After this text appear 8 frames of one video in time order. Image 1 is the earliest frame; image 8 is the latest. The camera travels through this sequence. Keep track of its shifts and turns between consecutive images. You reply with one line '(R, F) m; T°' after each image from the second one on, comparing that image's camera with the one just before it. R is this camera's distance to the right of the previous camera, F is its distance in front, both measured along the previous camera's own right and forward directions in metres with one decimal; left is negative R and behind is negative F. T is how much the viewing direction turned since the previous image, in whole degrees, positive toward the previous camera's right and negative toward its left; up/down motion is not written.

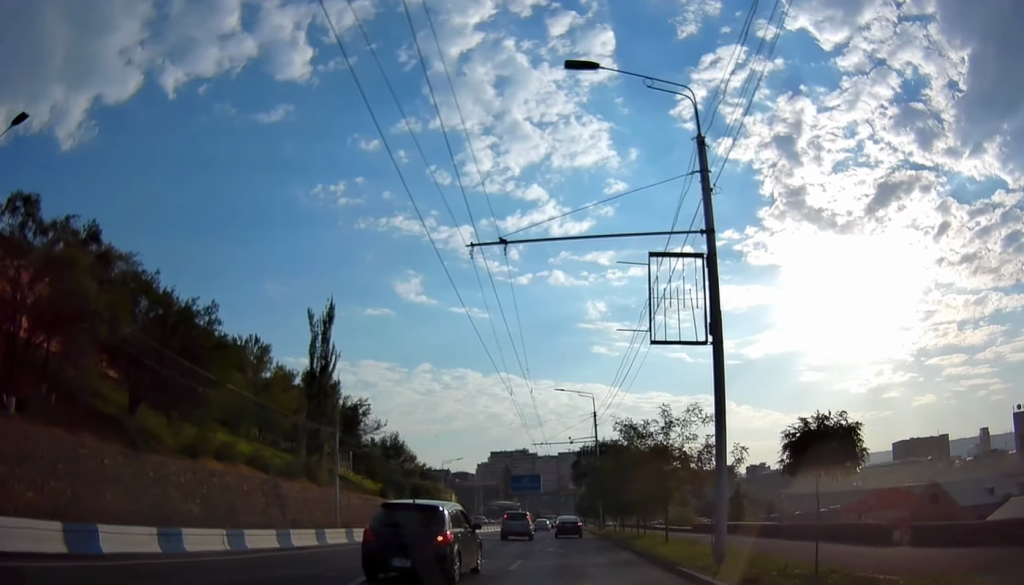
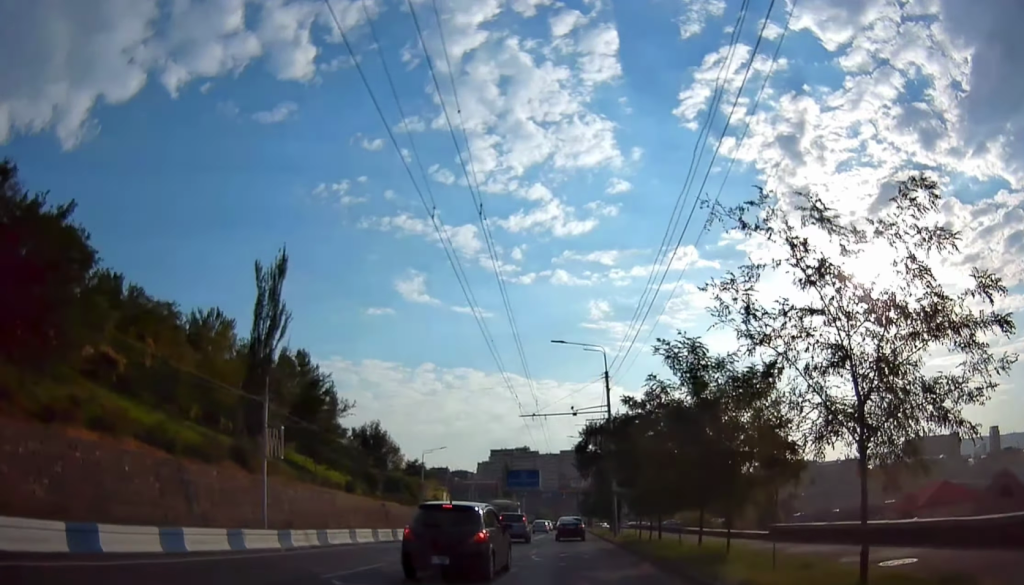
(-0.1, +15.4) m; -1°
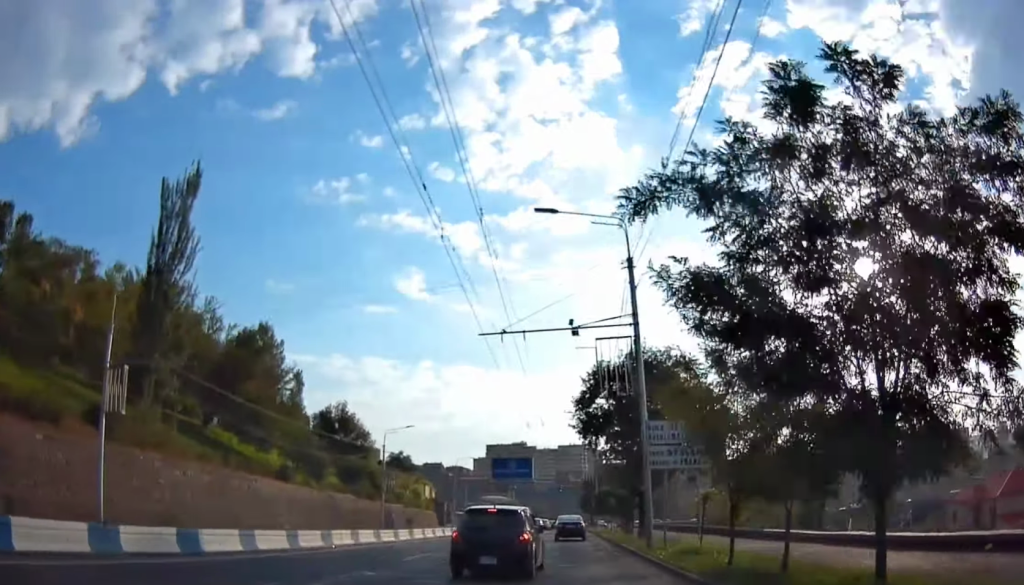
(0.0, +18.0) m; +2°
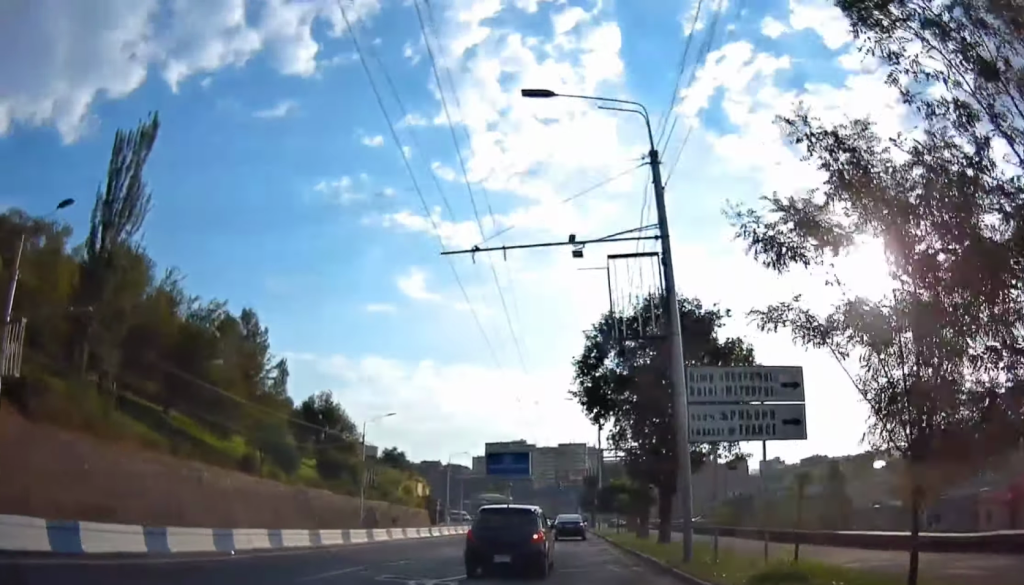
(+0.3, +7.2) m; 0°
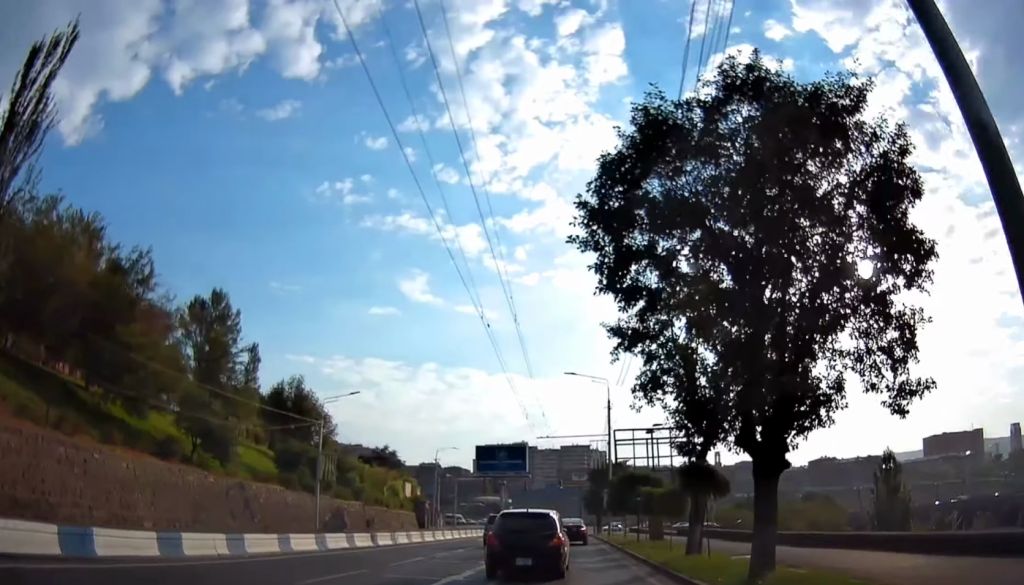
(0.0, +11.4) m; -1°
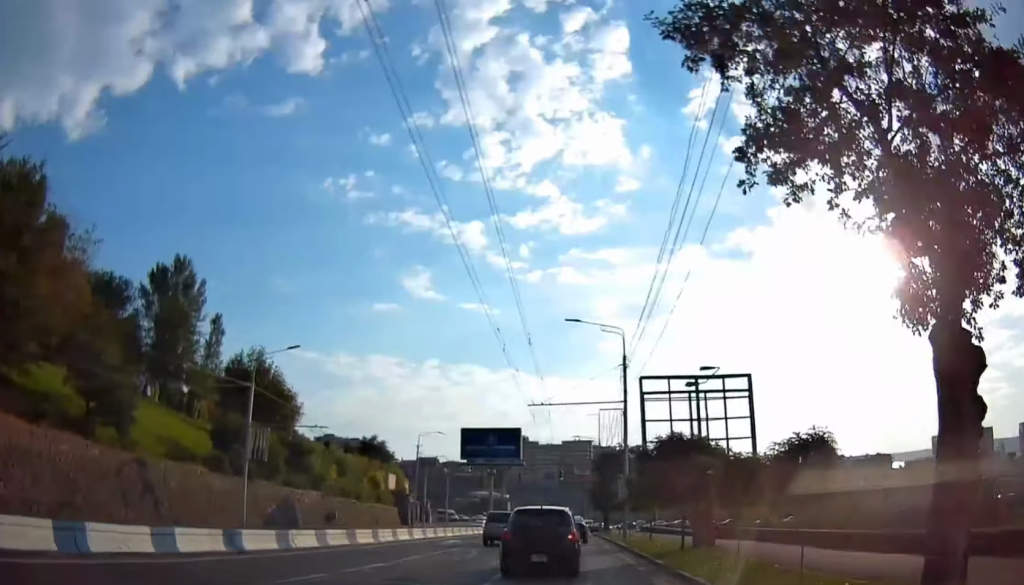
(-0.4, +12.3) m; -1°
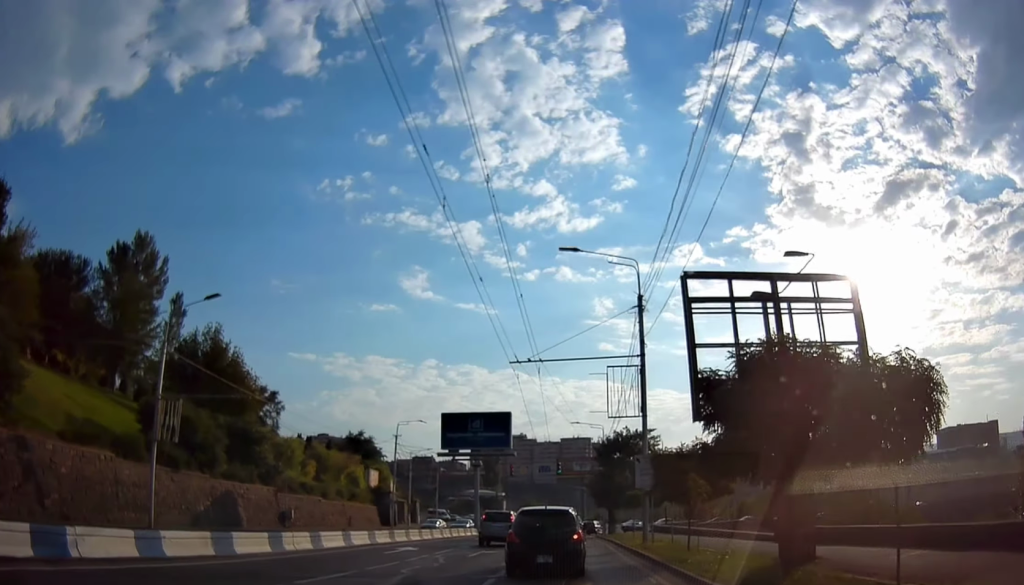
(+0.2, +9.7) m; +1°
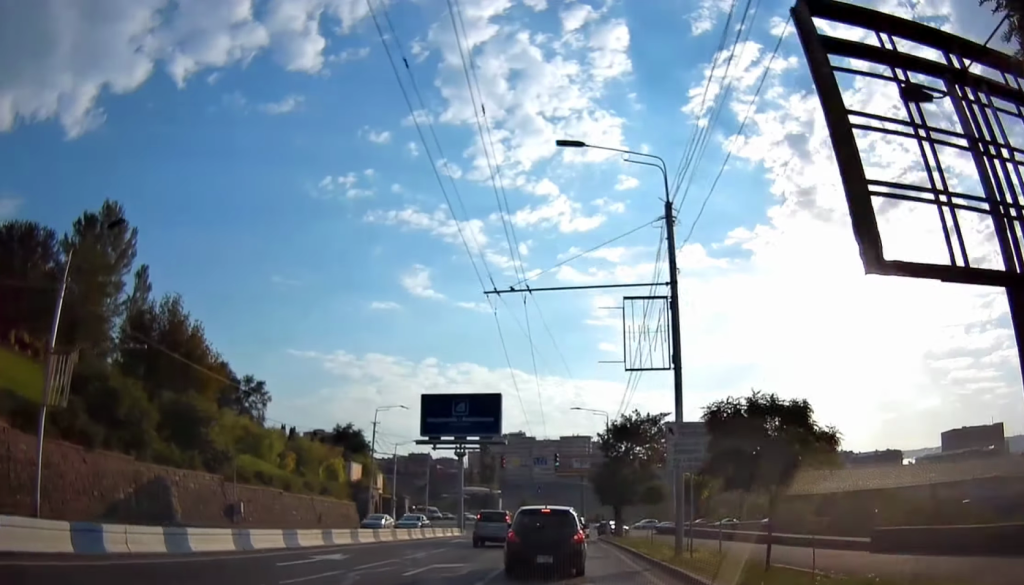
(0.0, +8.2) m; 0°
